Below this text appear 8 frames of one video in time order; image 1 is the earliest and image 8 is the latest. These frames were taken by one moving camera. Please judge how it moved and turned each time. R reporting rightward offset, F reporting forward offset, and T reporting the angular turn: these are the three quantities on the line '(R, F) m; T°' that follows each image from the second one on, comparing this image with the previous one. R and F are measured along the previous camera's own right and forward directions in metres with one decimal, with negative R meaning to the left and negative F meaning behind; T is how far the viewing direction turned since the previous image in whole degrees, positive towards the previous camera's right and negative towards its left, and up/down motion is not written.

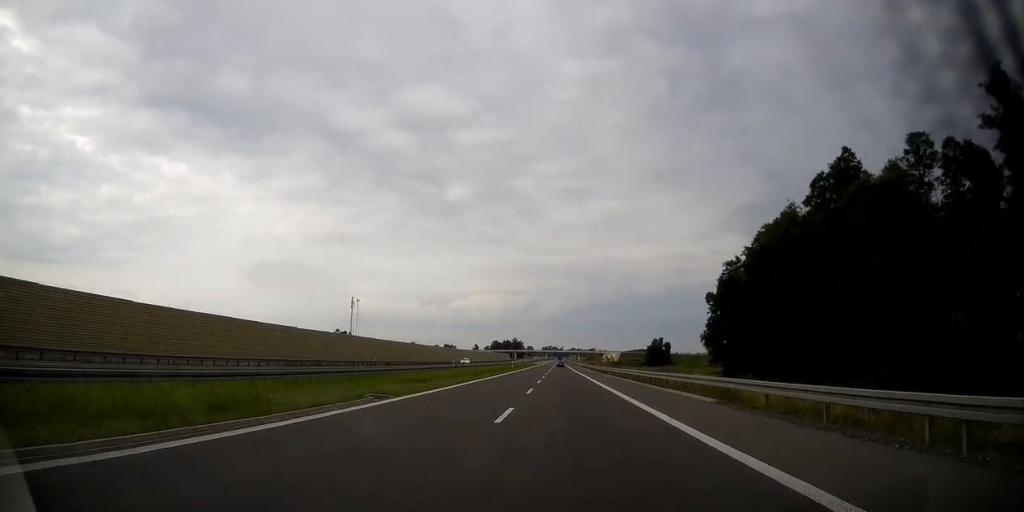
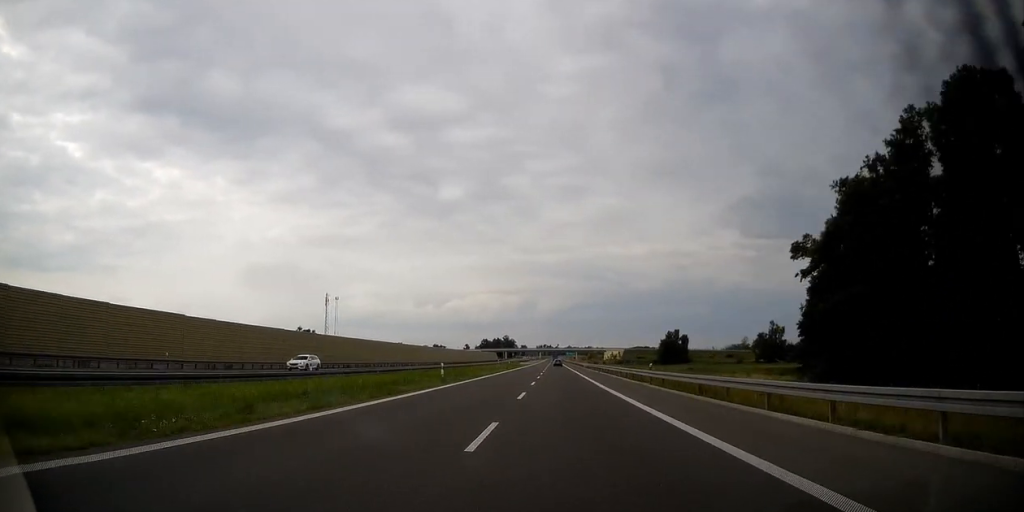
(-0.4, +52.4) m; 0°
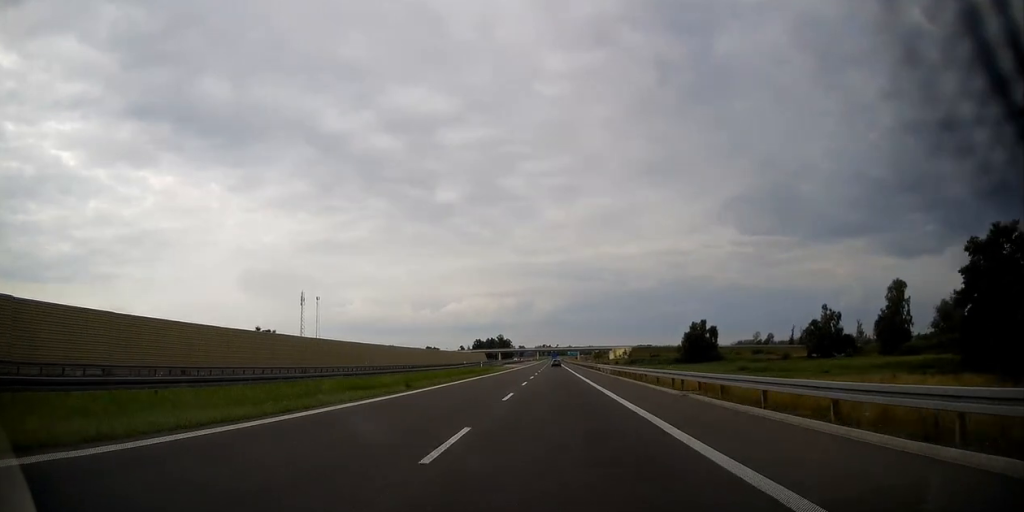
(+0.4, +49.5) m; +1°
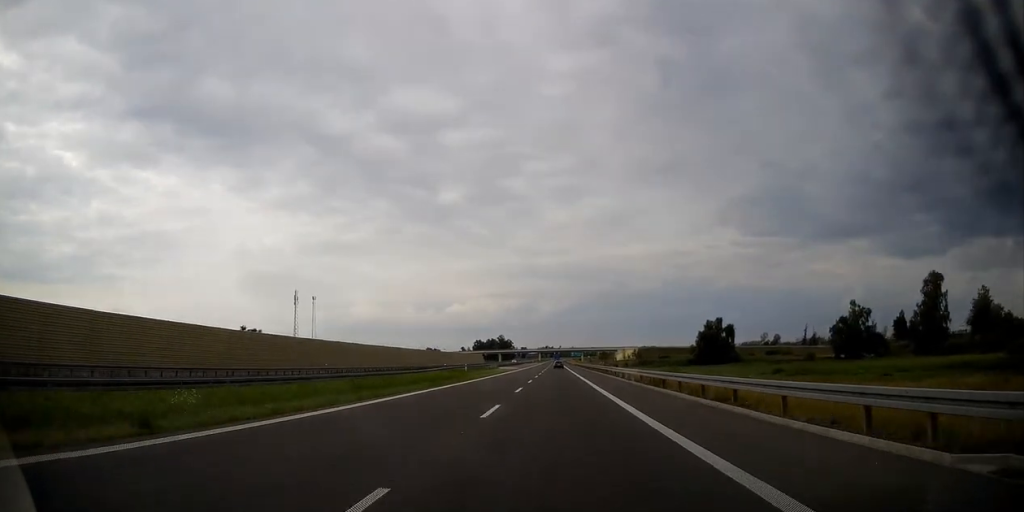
(-0.1, +17.5) m; 0°
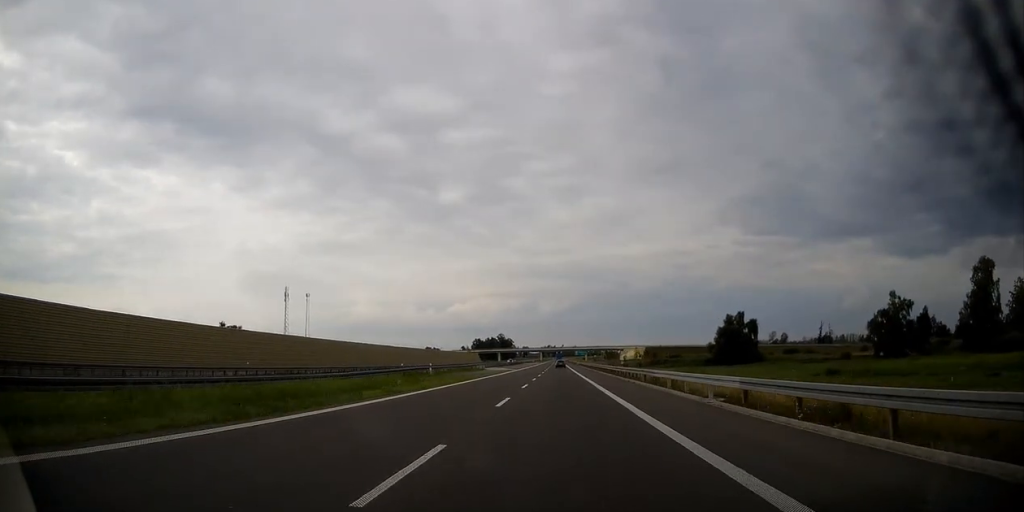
(-0.1, +21.0) m; 0°
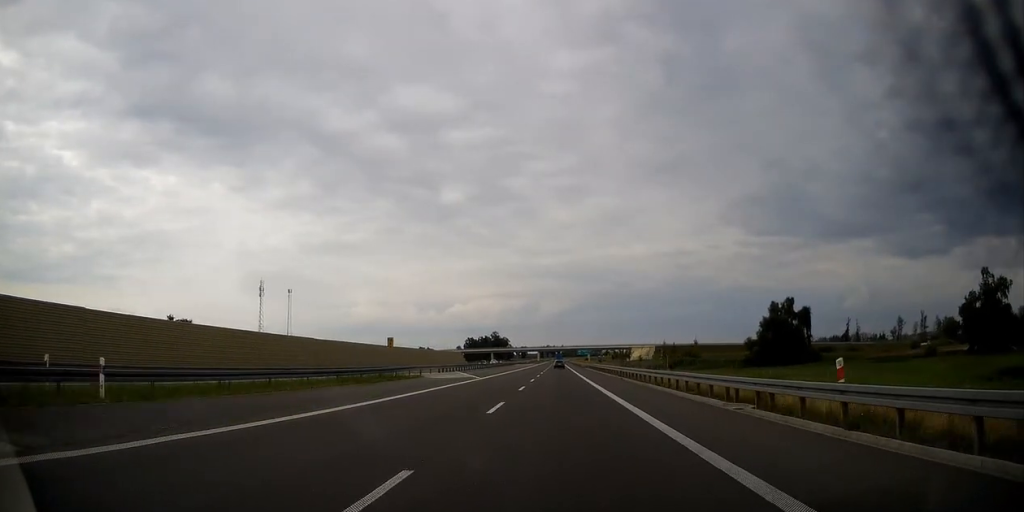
(-0.1, +38.3) m; 0°
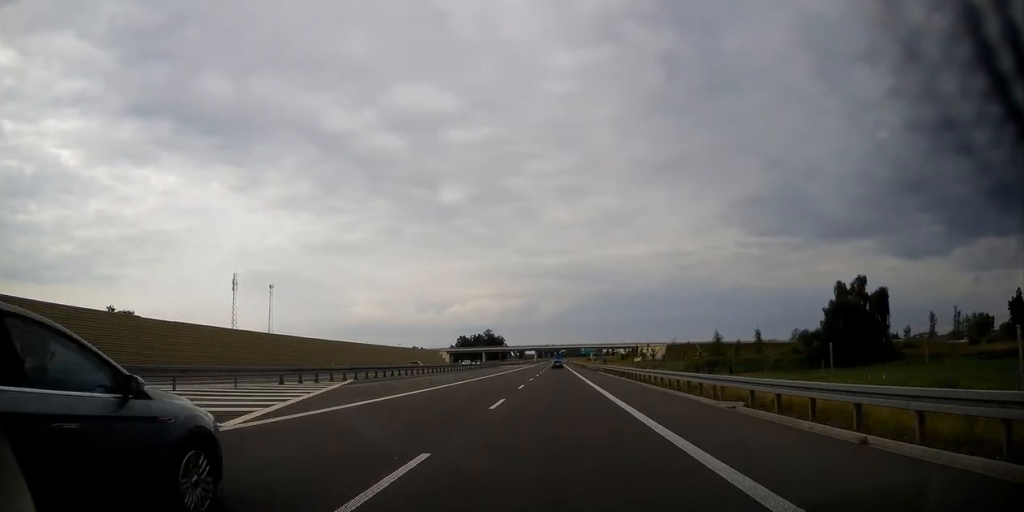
(0.0, +34.8) m; 0°
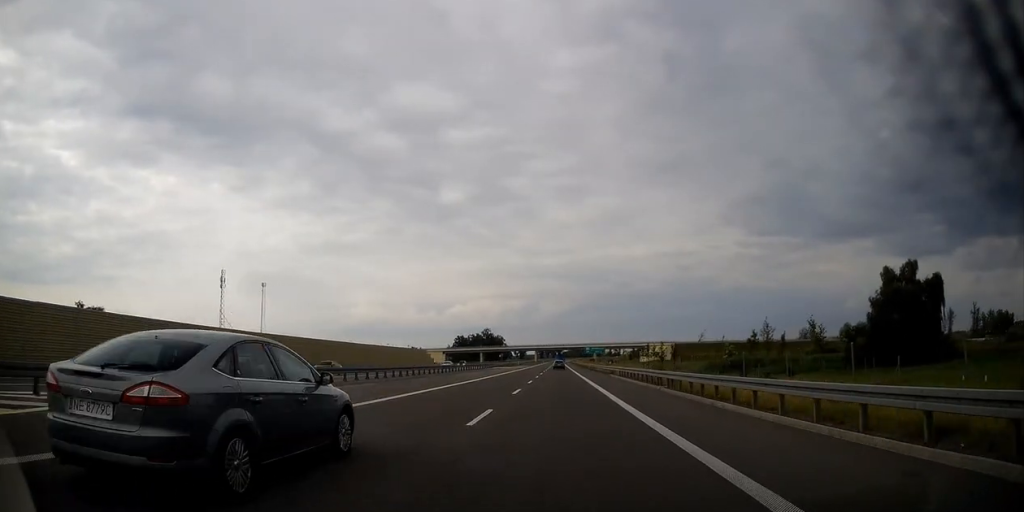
(+0.1, +16.2) m; 0°
